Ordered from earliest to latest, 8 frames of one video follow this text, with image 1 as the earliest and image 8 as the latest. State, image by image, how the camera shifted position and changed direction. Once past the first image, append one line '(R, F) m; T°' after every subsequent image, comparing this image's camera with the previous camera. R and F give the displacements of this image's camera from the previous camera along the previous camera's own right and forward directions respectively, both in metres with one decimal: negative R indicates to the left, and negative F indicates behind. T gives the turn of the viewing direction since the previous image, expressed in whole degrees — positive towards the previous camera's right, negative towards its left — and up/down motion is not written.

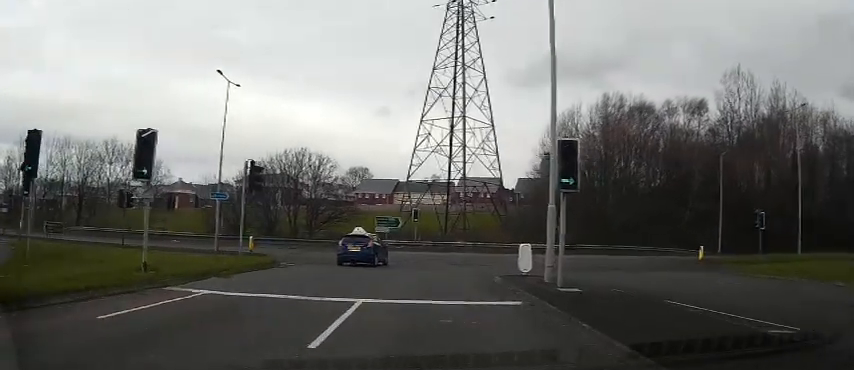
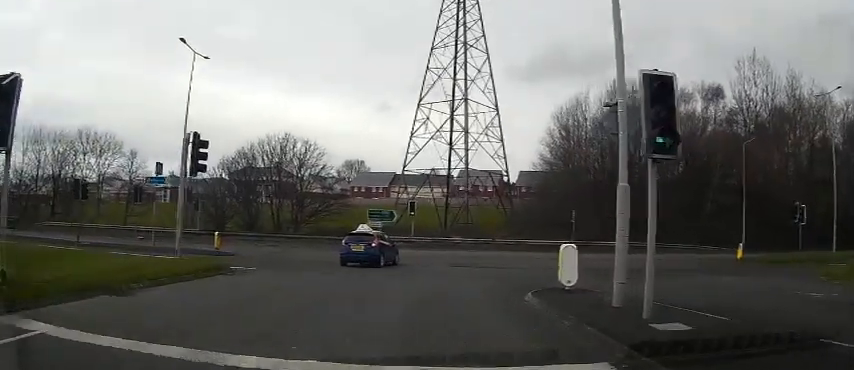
(0.0, +5.1) m; 0°
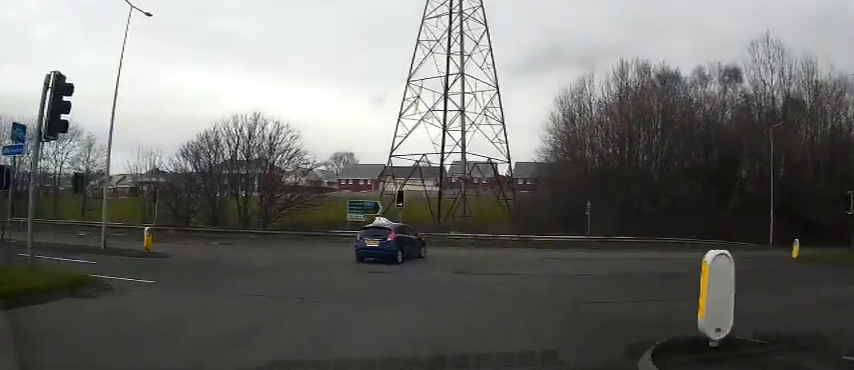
(0.0, +6.6) m; +2°
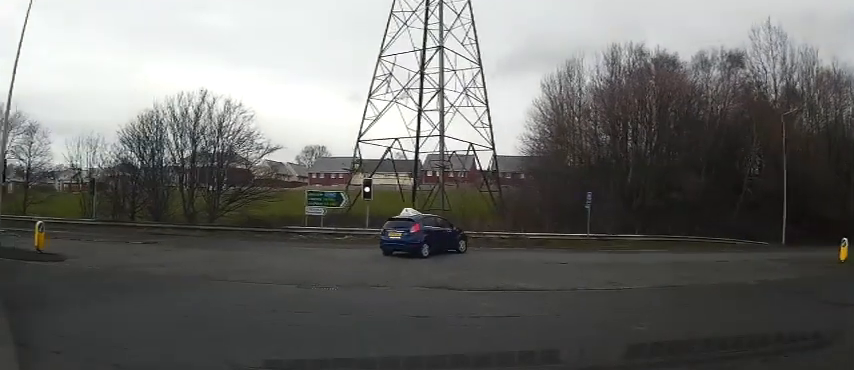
(+0.2, +5.7) m; +5°
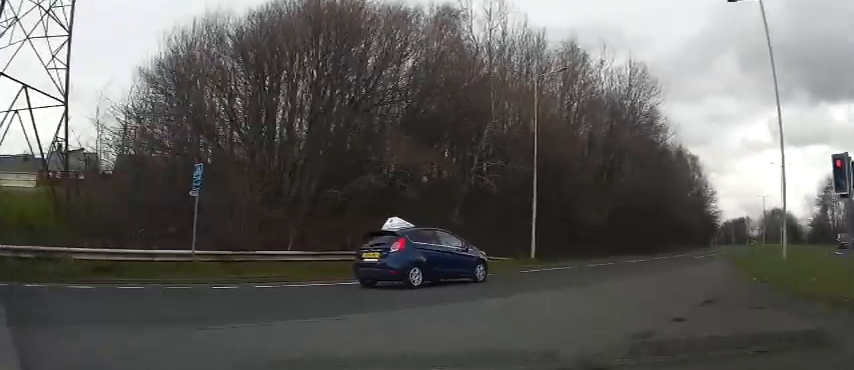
(+4.1, +15.7) m; +39°
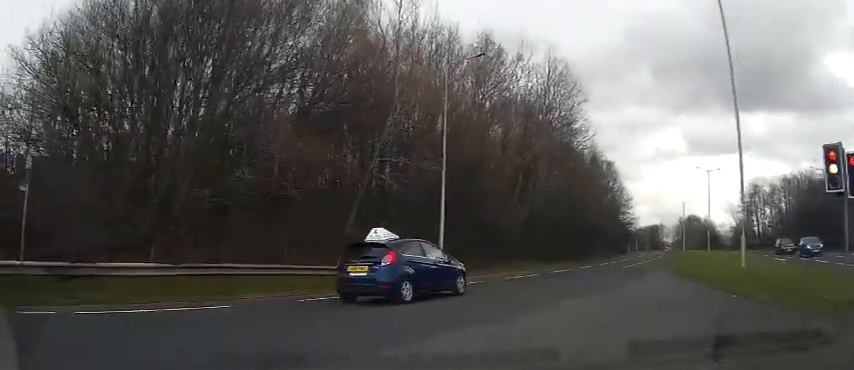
(+0.6, +3.3) m; +9°
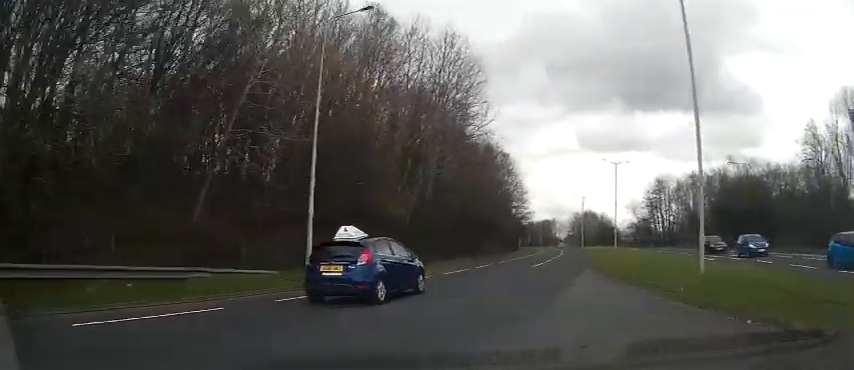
(+0.5, +4.7) m; +12°
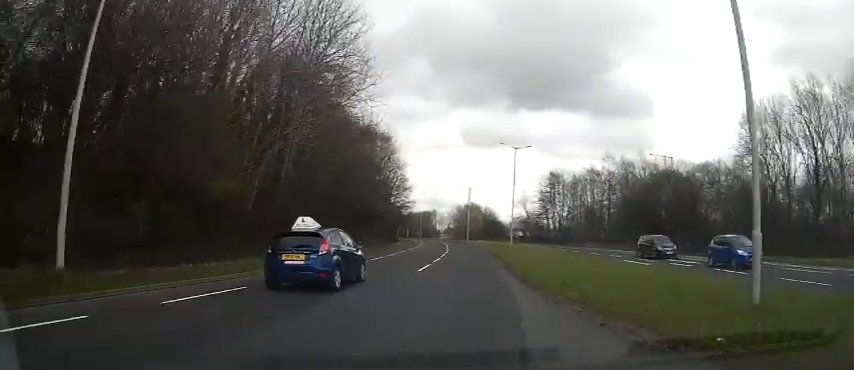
(+0.9, +7.8) m; +15°
